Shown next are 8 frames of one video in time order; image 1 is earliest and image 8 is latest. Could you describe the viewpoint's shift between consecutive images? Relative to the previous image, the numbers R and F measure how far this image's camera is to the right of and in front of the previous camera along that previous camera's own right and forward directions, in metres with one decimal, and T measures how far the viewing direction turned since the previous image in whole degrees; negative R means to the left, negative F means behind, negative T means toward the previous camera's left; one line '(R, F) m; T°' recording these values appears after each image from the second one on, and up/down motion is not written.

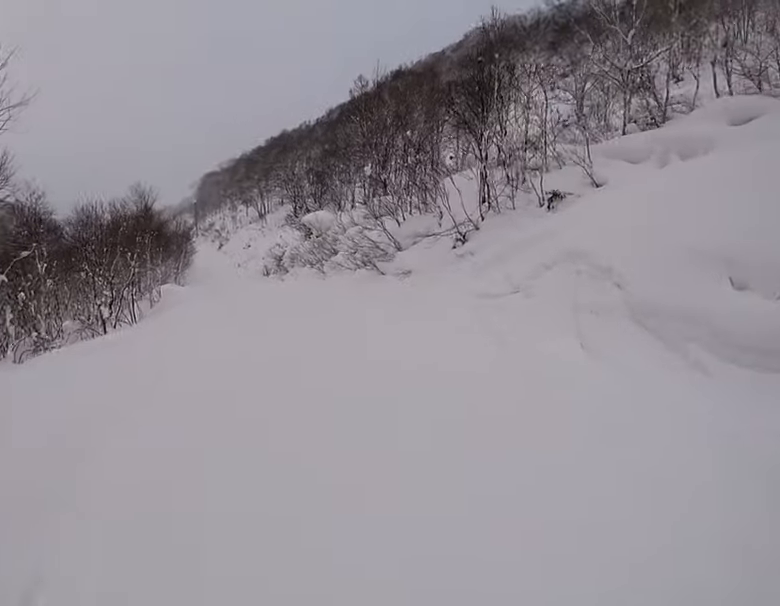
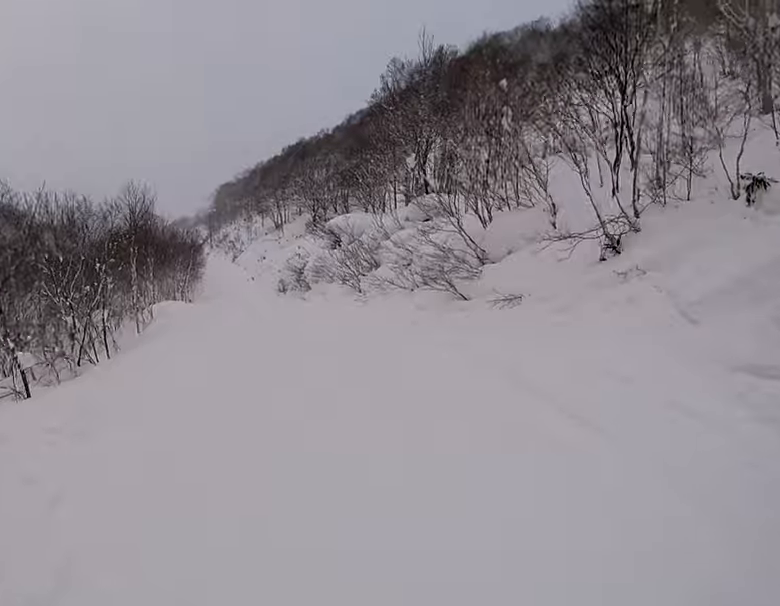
(-0.6, +7.5) m; -1°
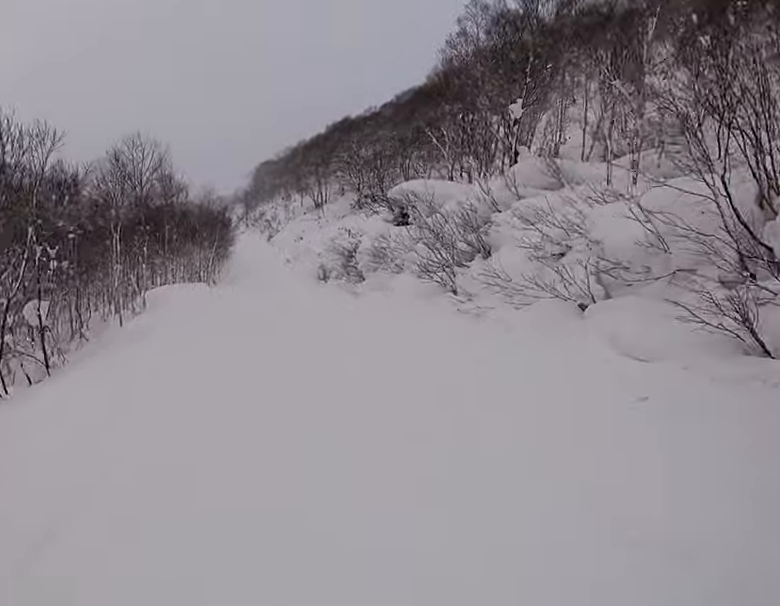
(+0.1, +7.6) m; -5°
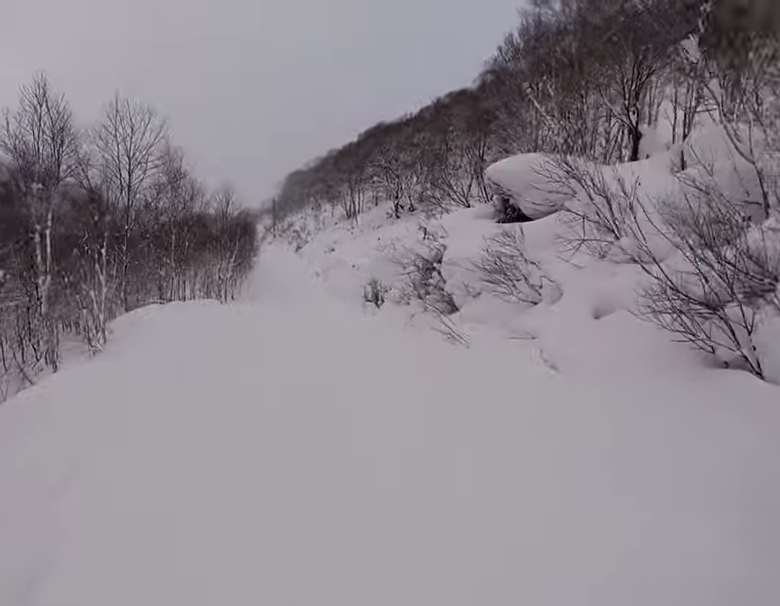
(-0.6, +7.4) m; +1°
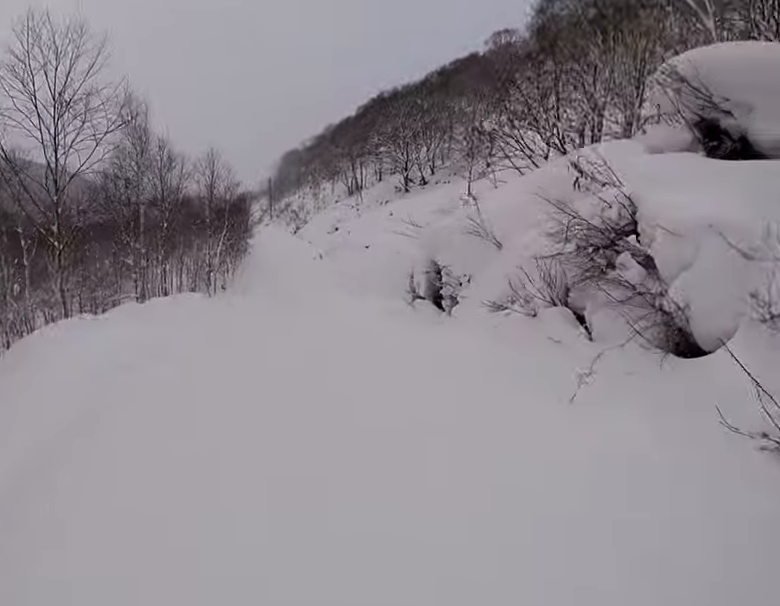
(+0.8, +7.4) m; +3°
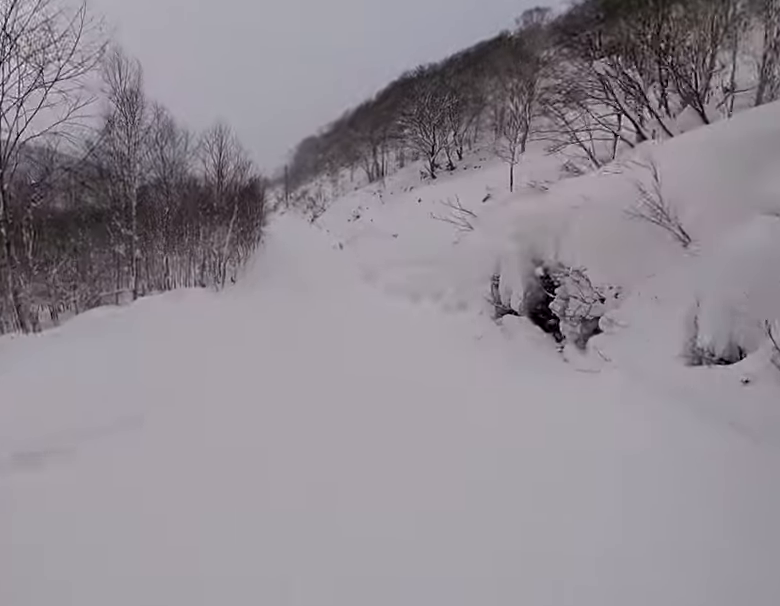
(-0.3, +4.3) m; -3°
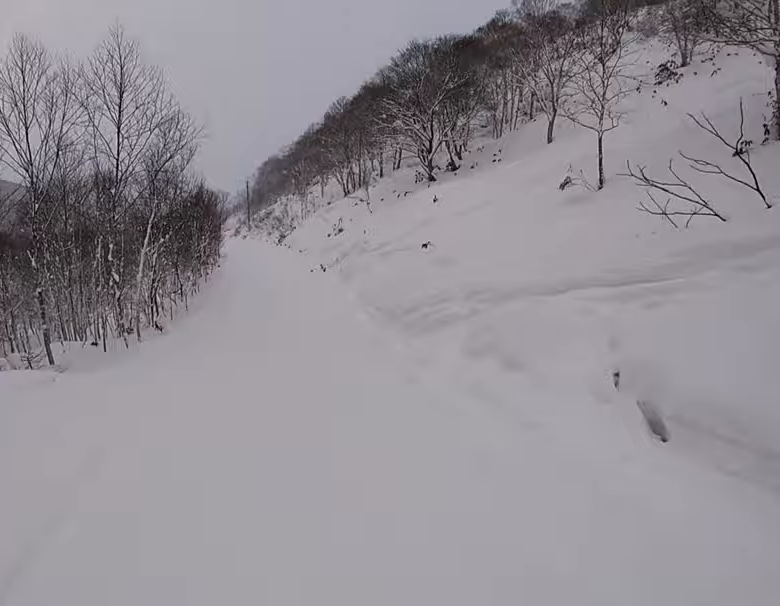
(-0.4, +14.0) m; -1°
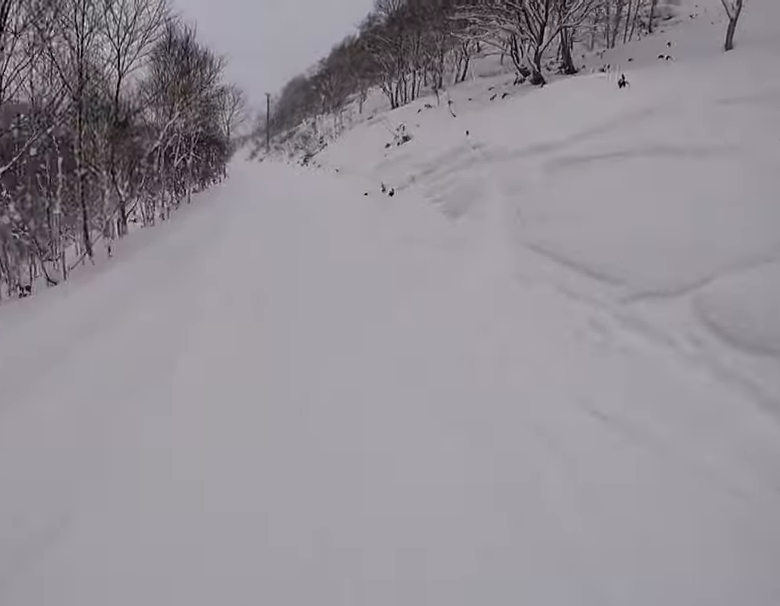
(+1.0, +14.6) m; 0°
